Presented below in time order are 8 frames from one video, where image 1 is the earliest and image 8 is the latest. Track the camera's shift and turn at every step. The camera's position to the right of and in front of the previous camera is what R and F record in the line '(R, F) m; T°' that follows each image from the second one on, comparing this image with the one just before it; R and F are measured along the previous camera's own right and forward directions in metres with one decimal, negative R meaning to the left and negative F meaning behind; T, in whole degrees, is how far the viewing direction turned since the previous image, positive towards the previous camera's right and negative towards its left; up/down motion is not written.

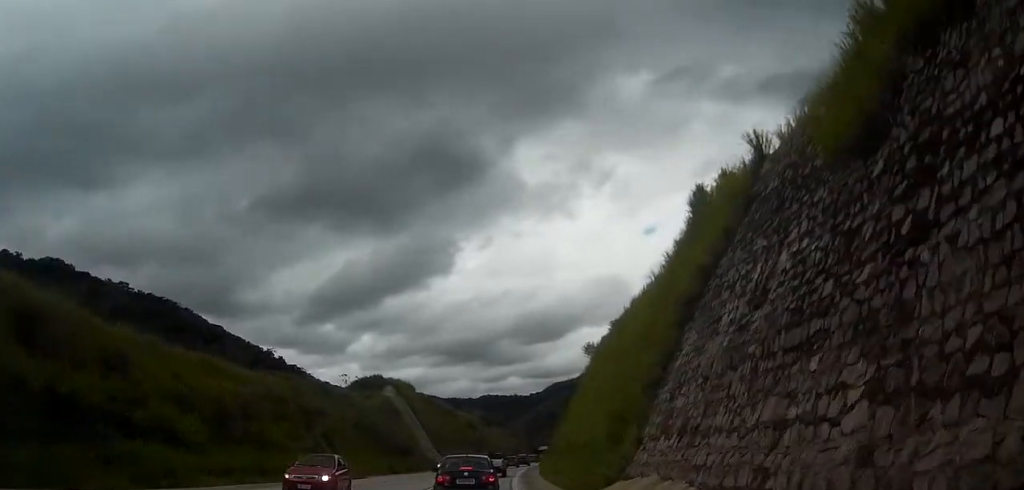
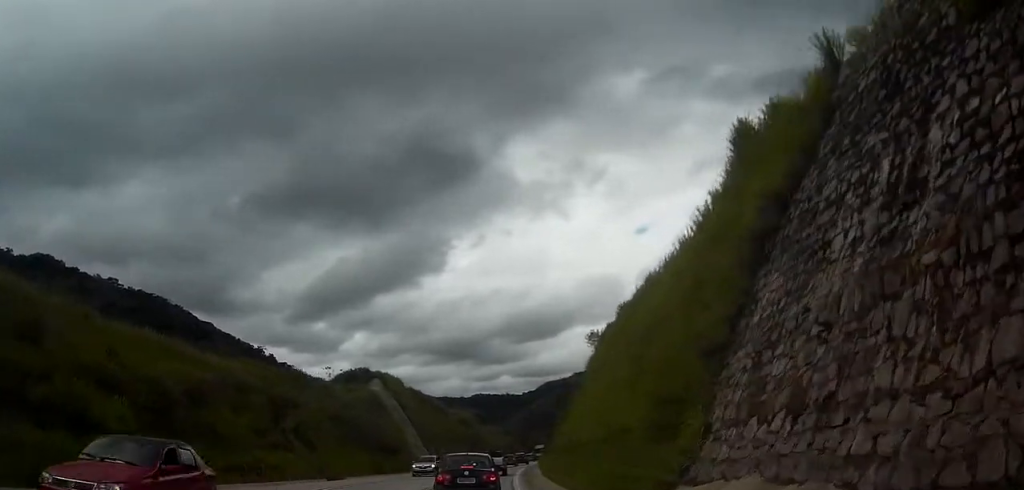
(0.0, +6.6) m; 0°
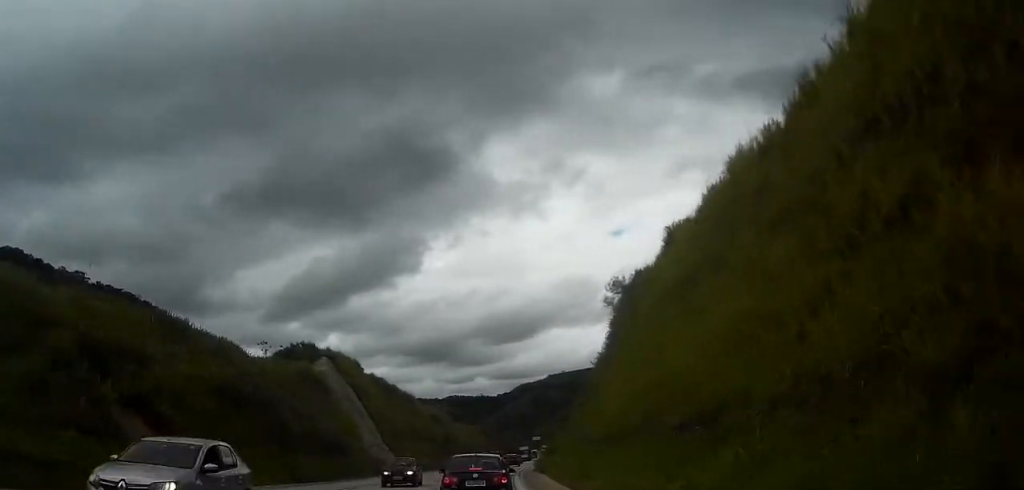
(0.0, +20.3) m; +1°
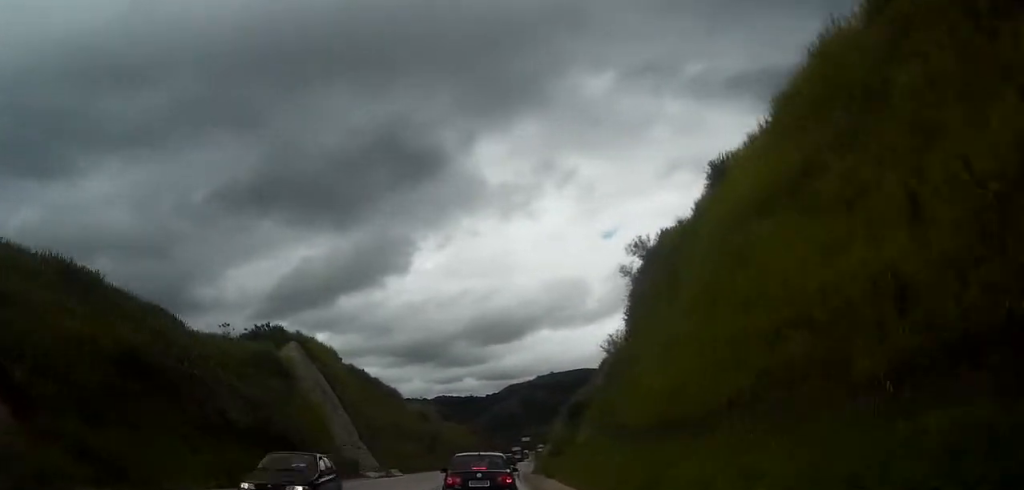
(+0.1, +9.1) m; +1°
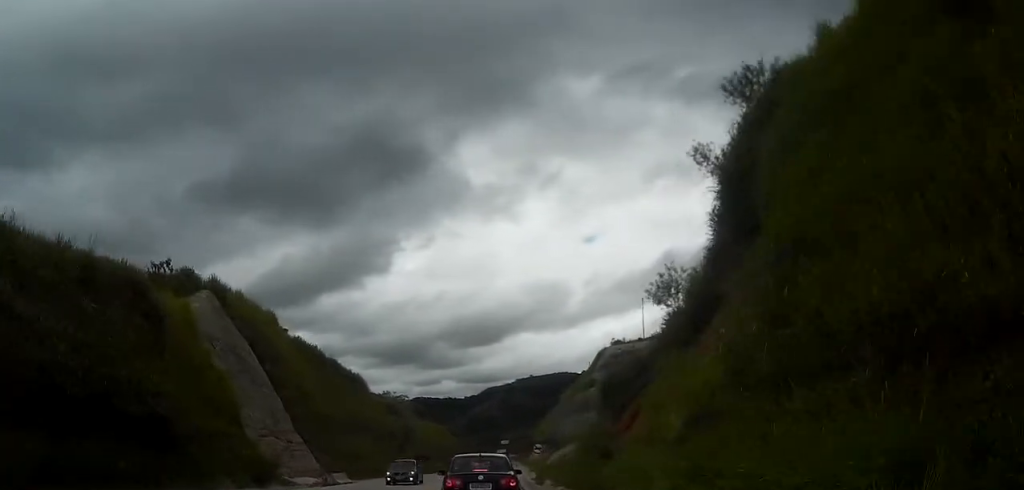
(+0.4, +18.6) m; +2°
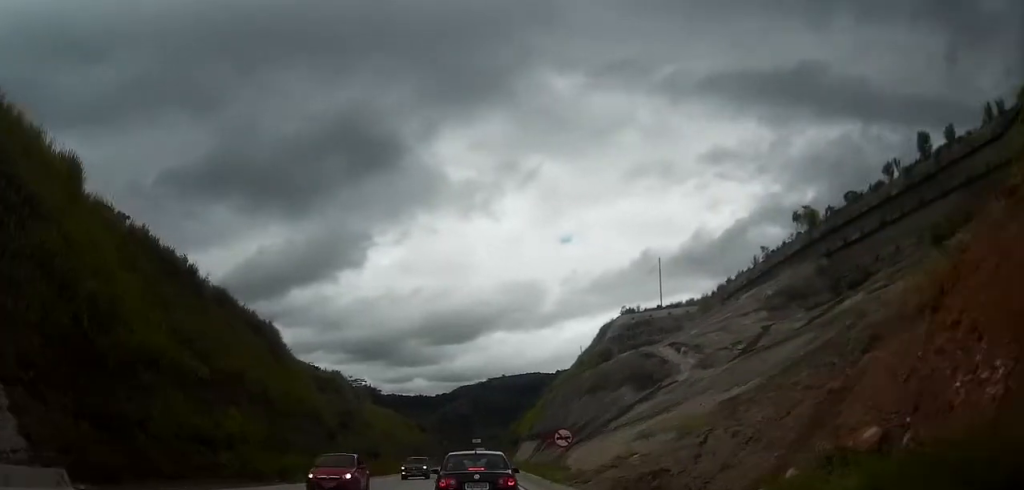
(+0.6, +30.5) m; +2°
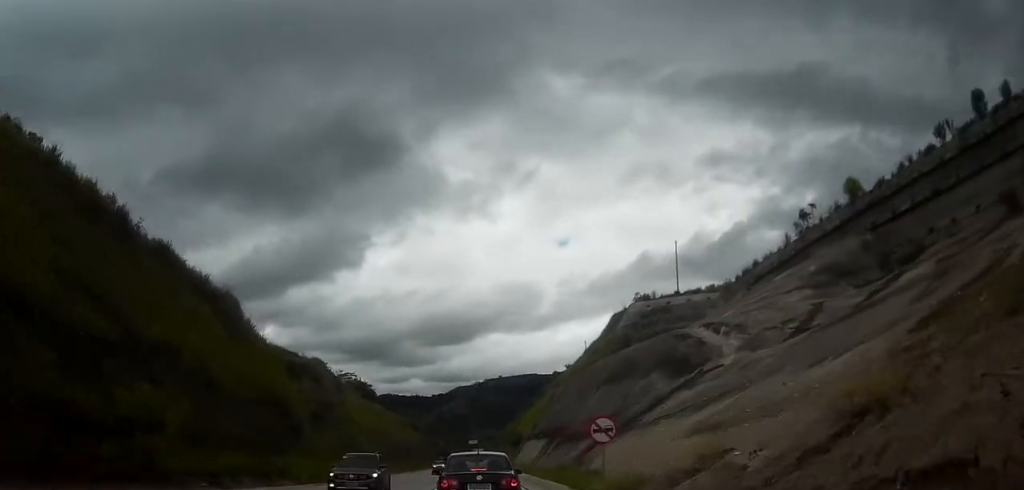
(+0.1, +10.4) m; 0°
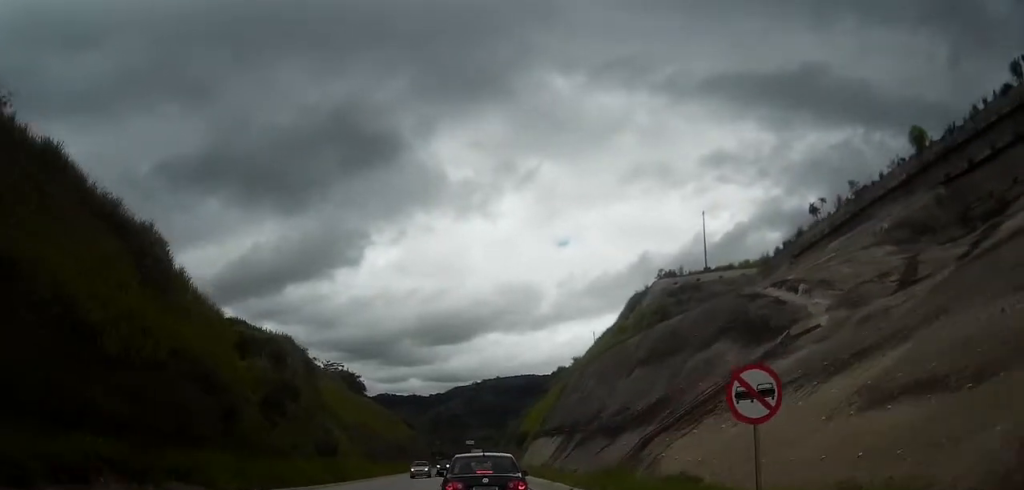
(0.0, +13.2) m; 0°
